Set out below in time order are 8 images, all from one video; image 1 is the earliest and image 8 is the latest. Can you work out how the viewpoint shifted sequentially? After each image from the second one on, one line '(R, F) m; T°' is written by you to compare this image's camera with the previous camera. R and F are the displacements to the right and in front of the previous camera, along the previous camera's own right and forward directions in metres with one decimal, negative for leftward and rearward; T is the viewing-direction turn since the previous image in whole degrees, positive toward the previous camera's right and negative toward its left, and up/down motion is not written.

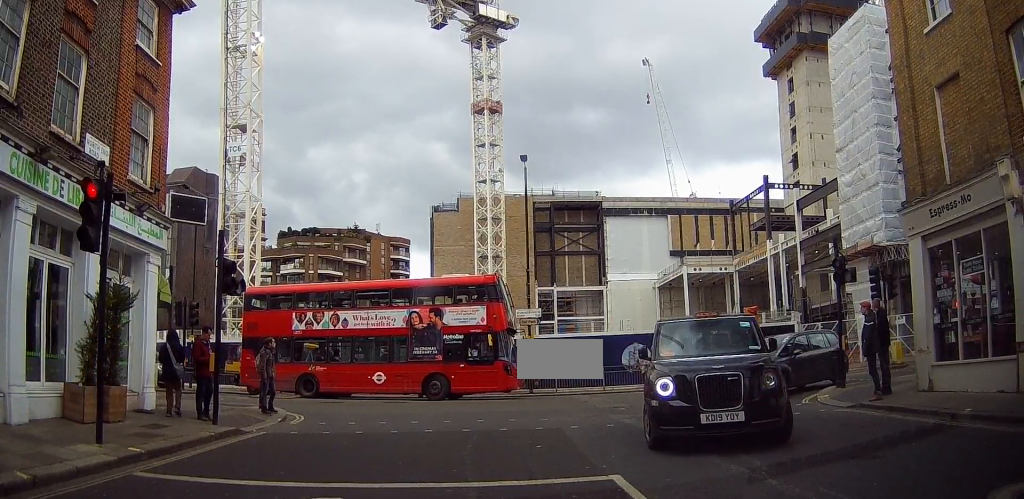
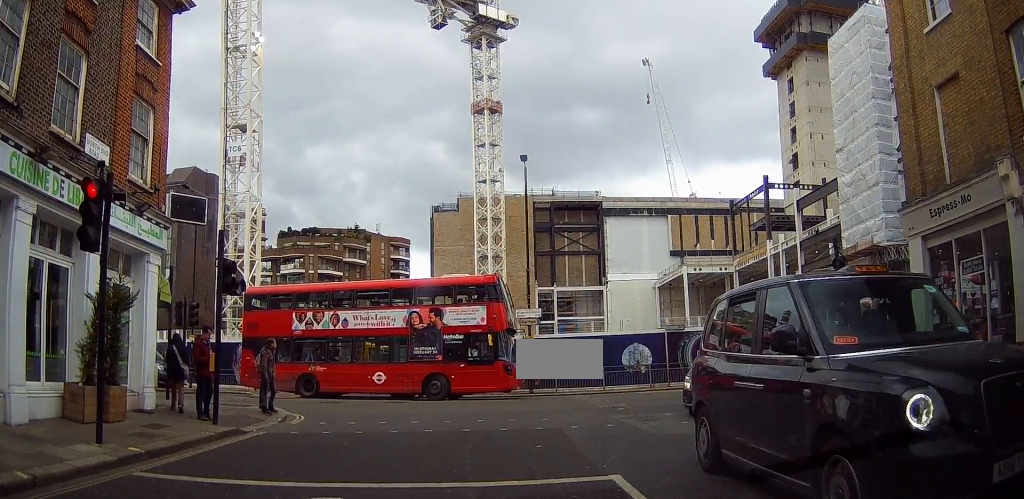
(0.0, 0.0) m; 0°
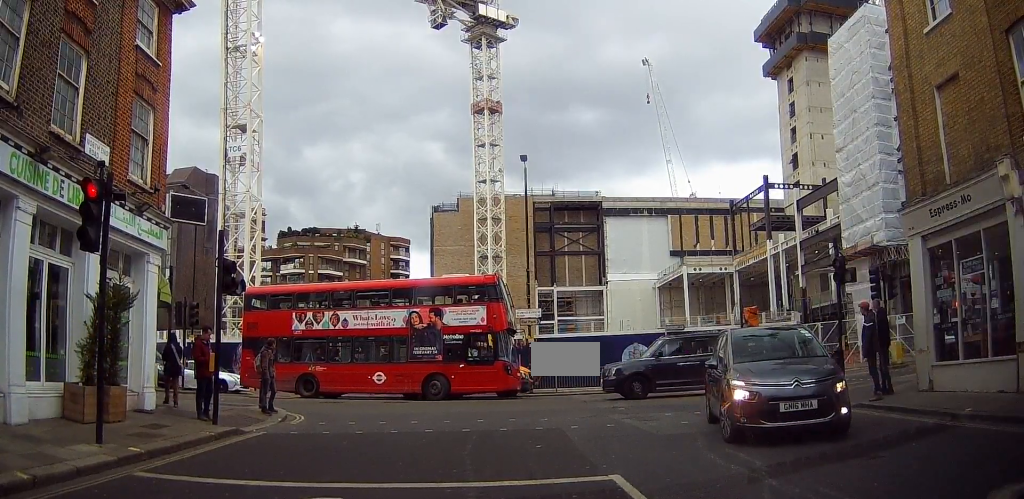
(0.0, 0.0) m; 0°
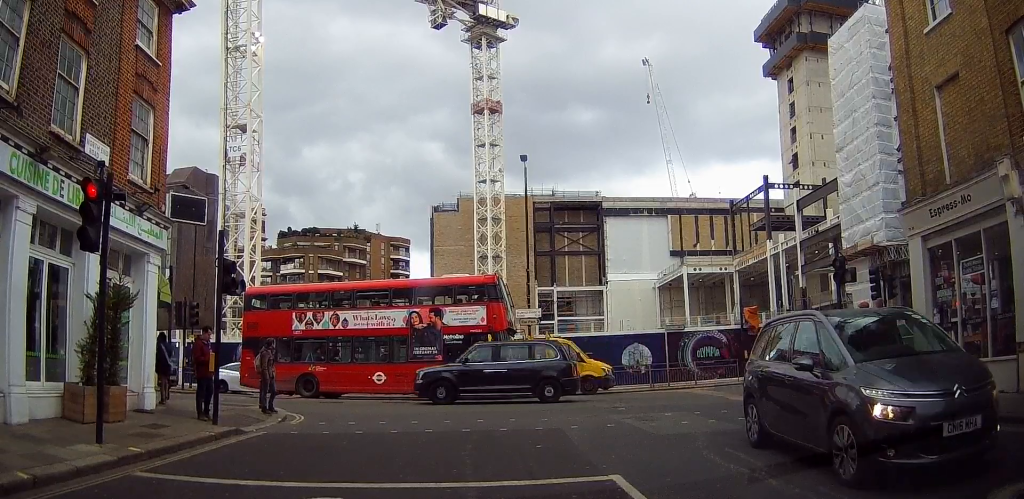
(0.0, 0.0) m; 0°
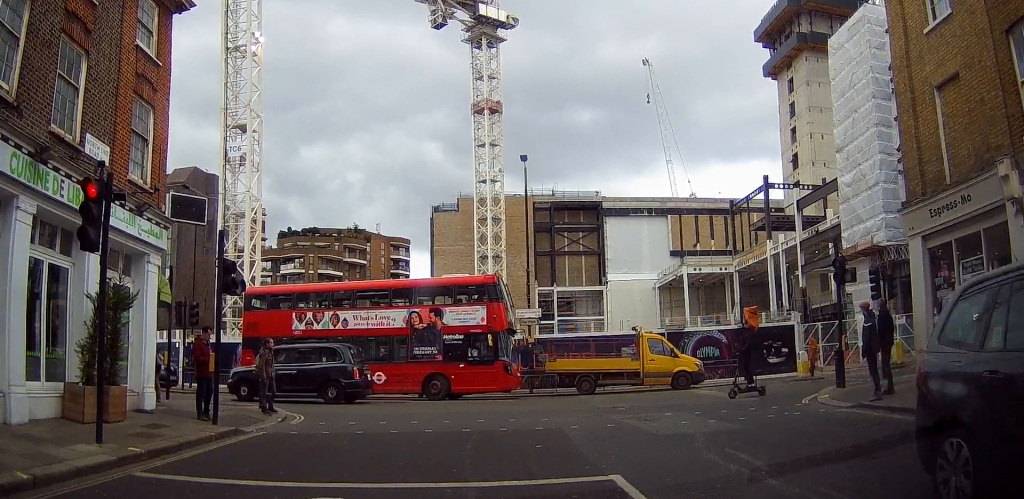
(0.0, 0.0) m; 0°
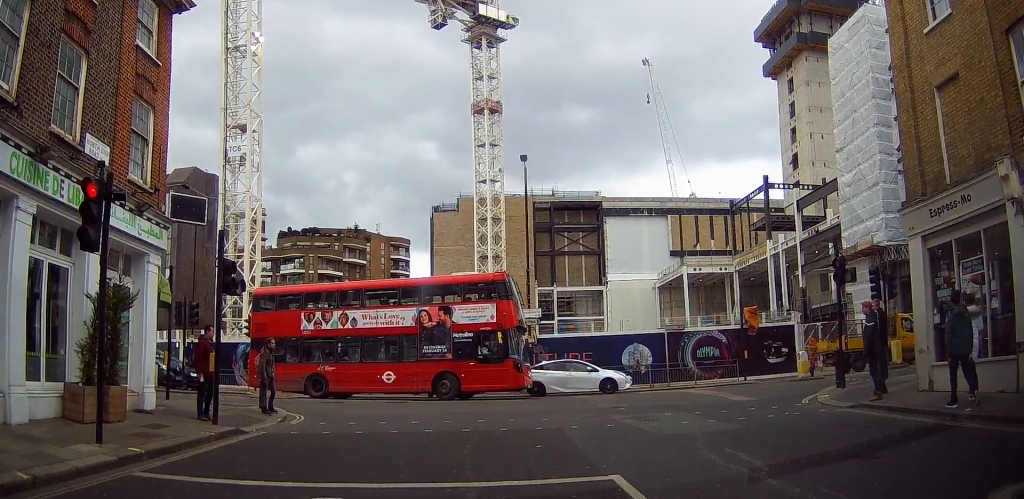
(0.0, 0.0) m; 0°
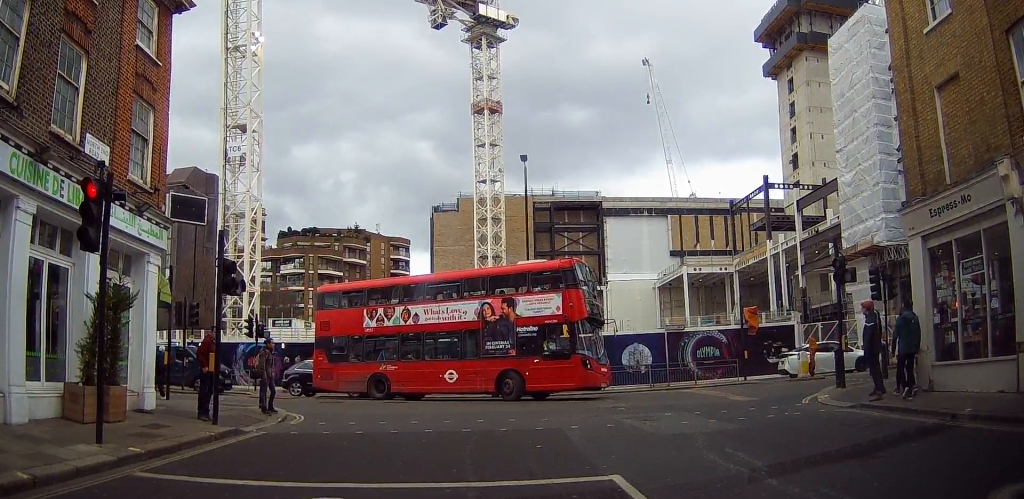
(0.0, 0.0) m; 0°
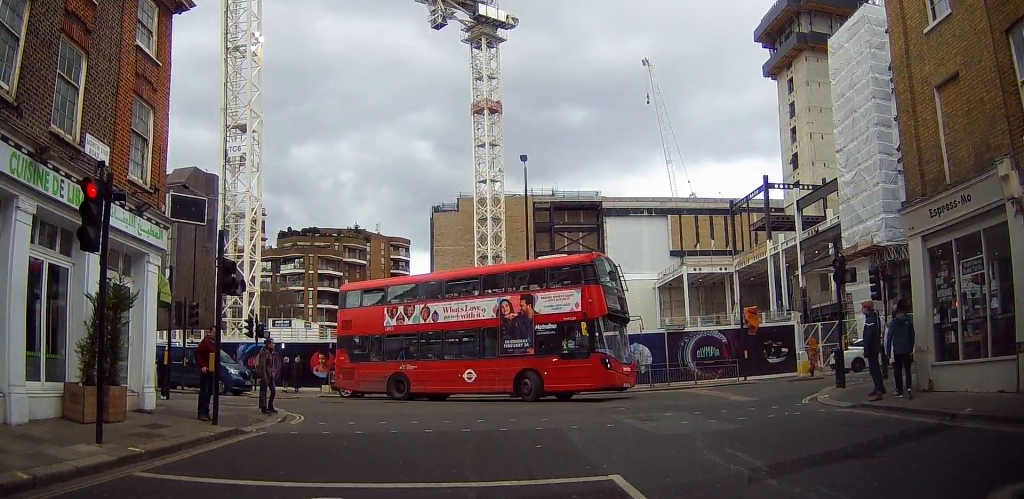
(0.0, 0.0) m; 0°
